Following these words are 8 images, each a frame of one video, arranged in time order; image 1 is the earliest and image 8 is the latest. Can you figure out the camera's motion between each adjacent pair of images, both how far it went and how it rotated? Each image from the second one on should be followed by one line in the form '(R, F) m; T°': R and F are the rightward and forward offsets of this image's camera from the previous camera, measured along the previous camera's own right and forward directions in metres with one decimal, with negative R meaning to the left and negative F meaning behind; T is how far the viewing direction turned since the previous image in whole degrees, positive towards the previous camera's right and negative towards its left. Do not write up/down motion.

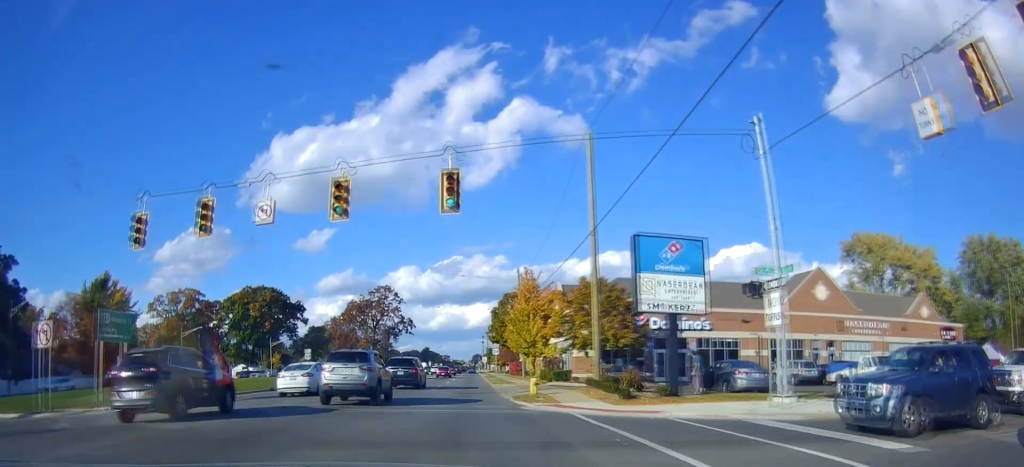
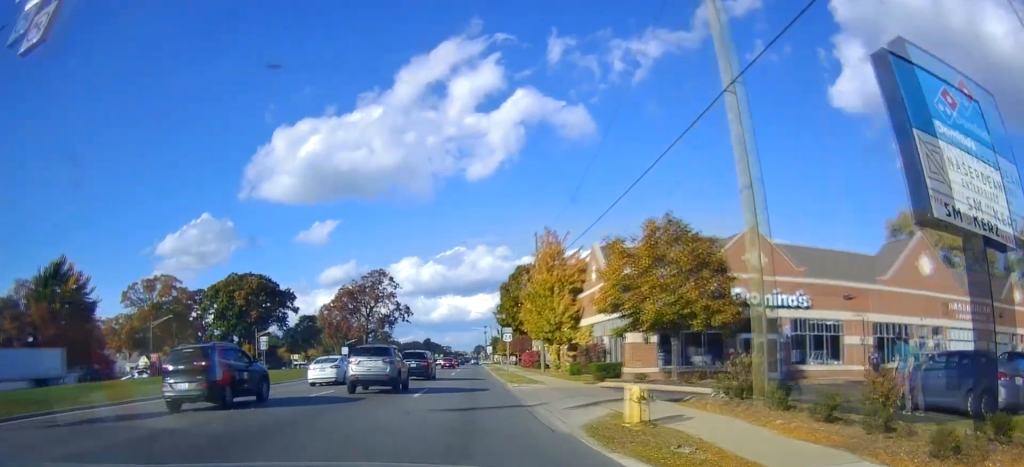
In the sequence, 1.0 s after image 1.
(-0.4, +12.0) m; 0°
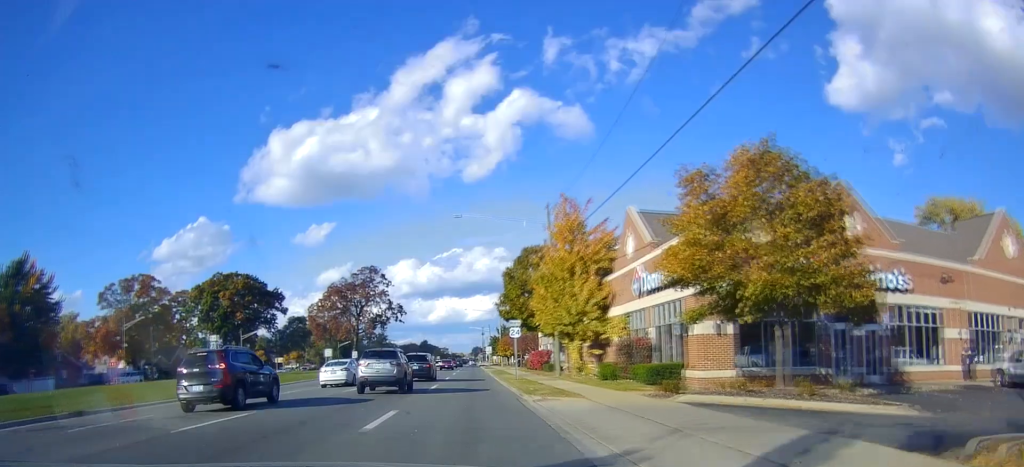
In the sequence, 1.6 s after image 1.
(+0.3, +8.3) m; +1°
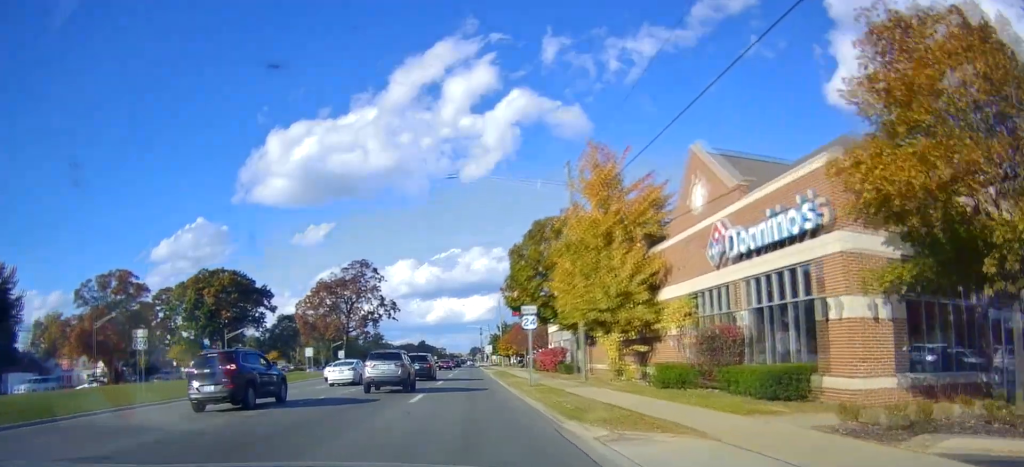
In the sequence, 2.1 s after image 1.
(+0.1, +8.0) m; 0°
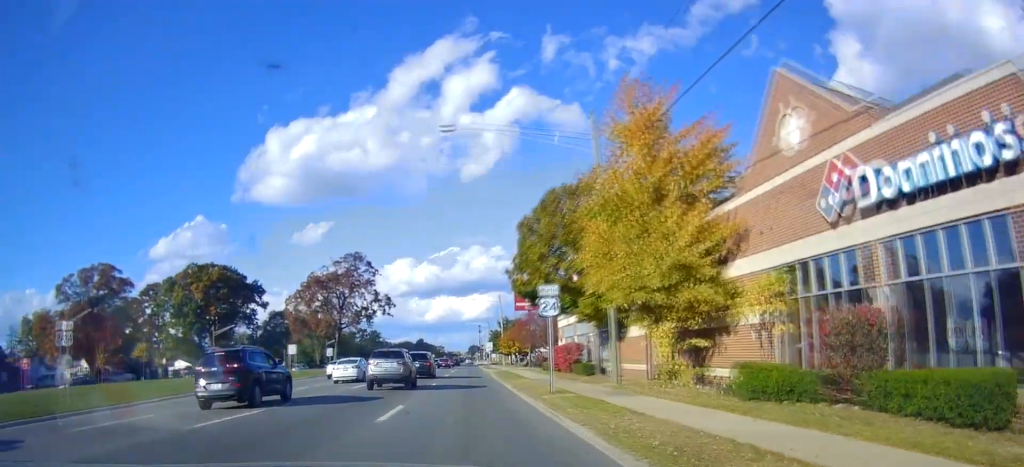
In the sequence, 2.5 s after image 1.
(+0.1, +5.9) m; -1°
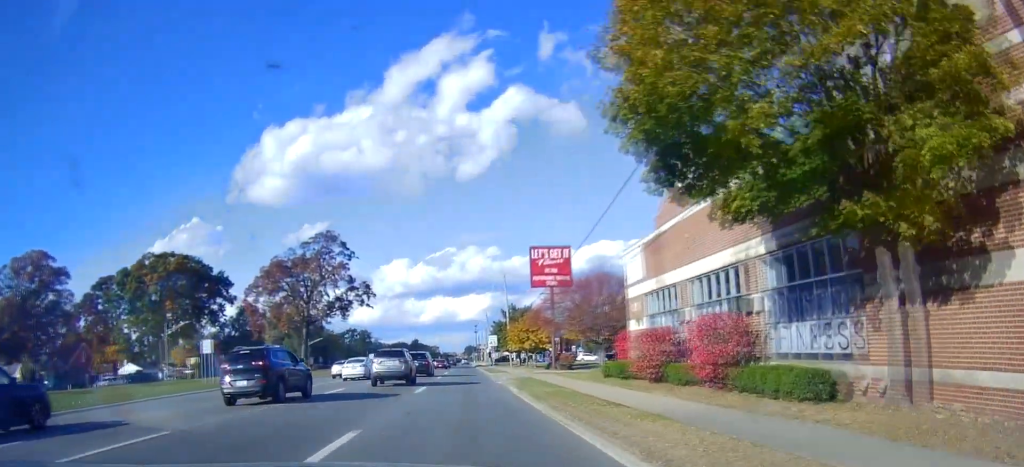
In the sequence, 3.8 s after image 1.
(-0.8, +19.5) m; -1°
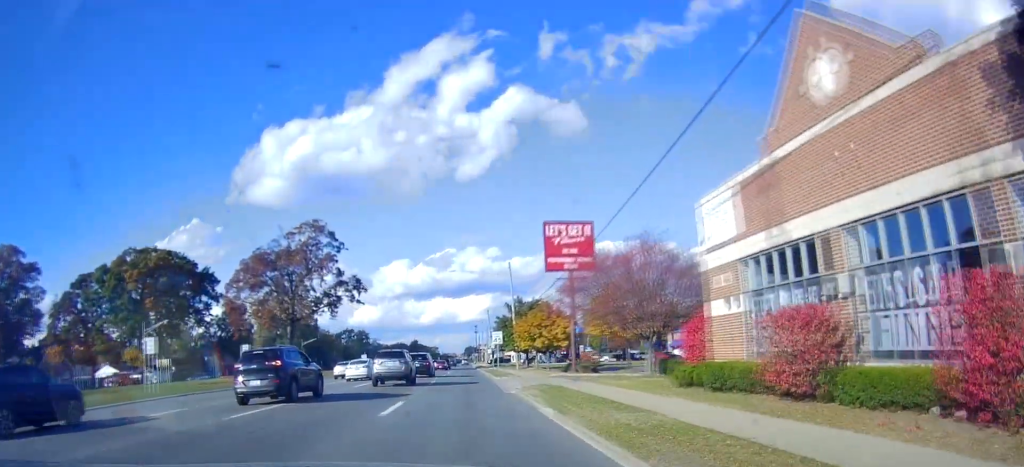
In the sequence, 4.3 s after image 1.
(+0.2, +8.1) m; +1°
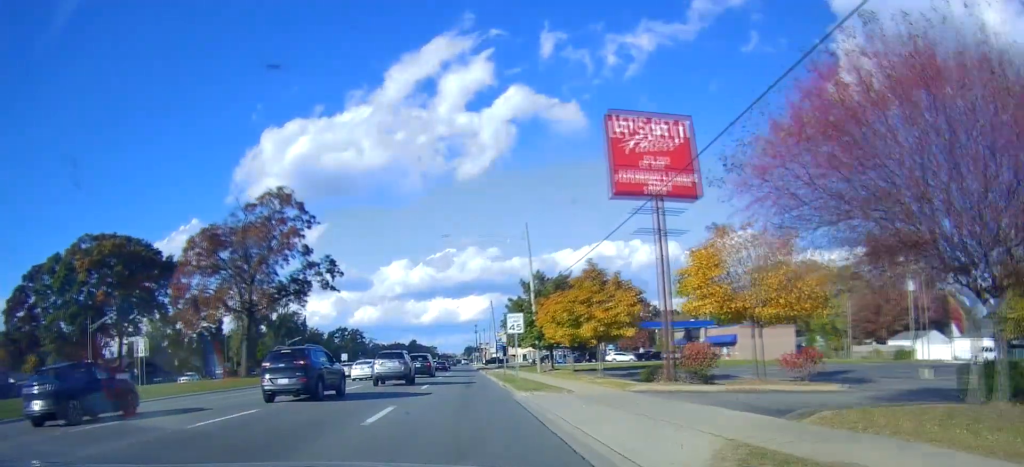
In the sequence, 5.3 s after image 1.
(+0.6, +16.6) m; +1°
